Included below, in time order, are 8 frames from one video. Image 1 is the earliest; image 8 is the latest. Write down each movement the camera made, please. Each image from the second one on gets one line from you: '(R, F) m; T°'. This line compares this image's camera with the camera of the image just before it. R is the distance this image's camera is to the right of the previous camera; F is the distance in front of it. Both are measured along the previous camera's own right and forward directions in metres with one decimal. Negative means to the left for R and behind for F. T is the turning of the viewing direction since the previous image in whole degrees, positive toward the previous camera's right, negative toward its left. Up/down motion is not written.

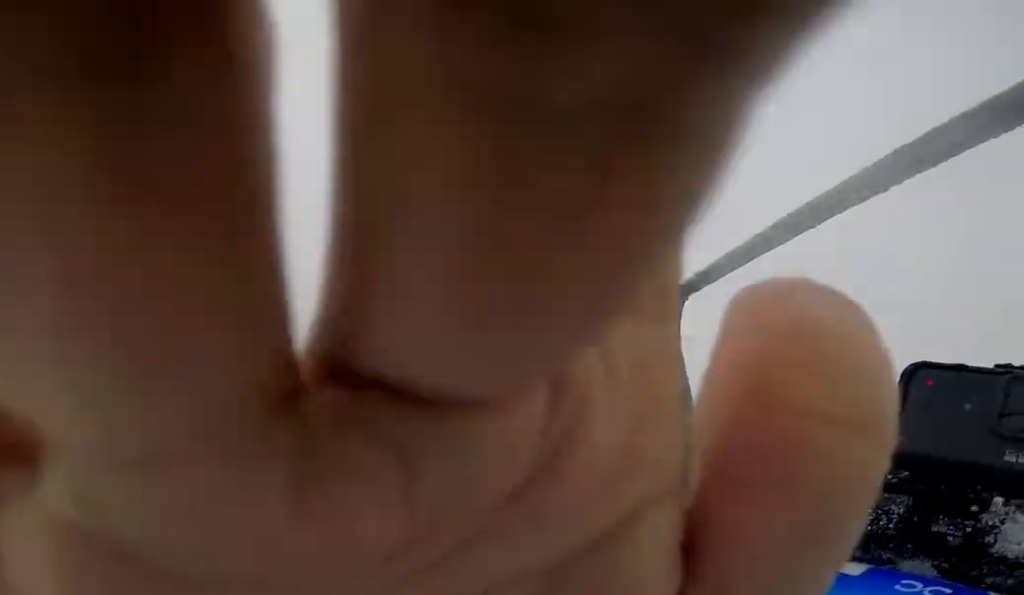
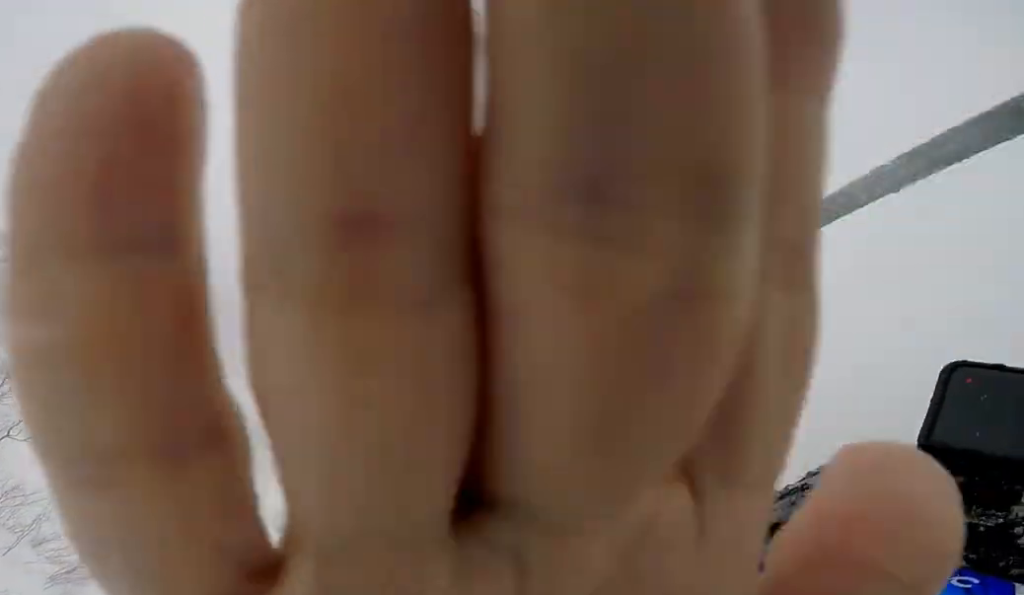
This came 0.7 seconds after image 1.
(0.0, +1.4) m; +5°
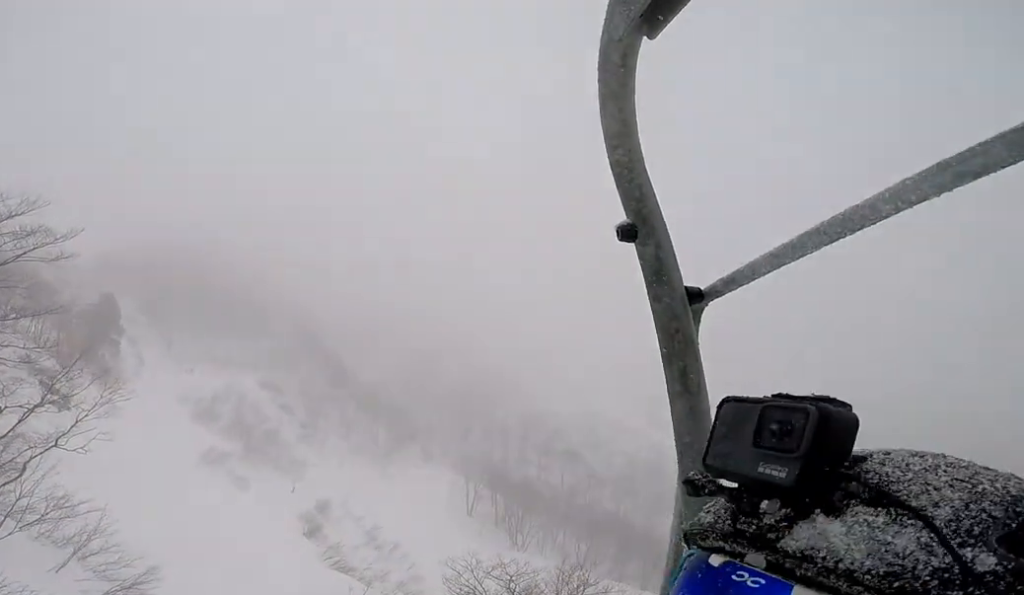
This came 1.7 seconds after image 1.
(+0.3, +2.0) m; +18°
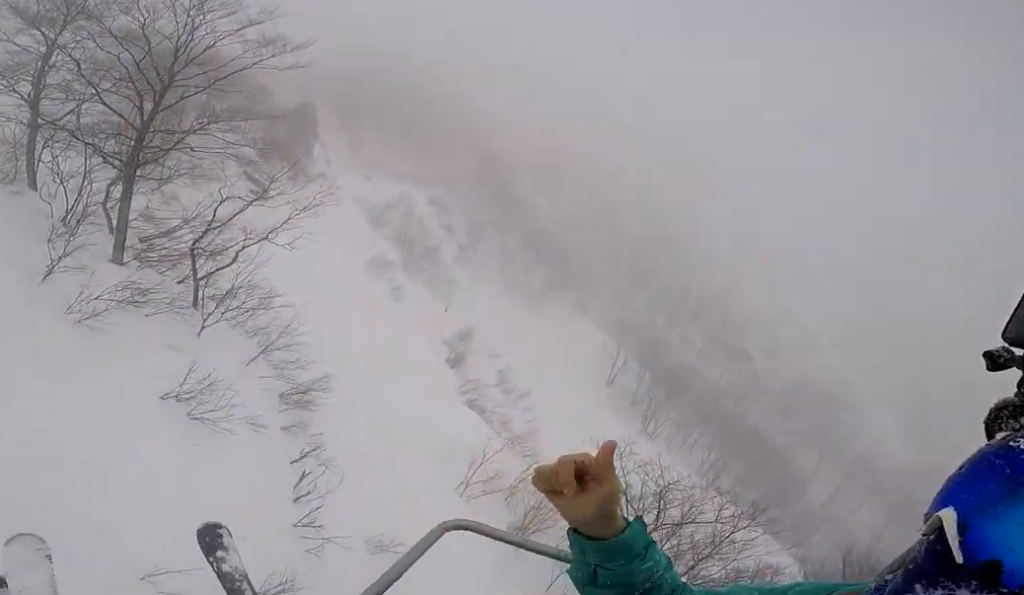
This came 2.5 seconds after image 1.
(+0.5, +1.4) m; -21°
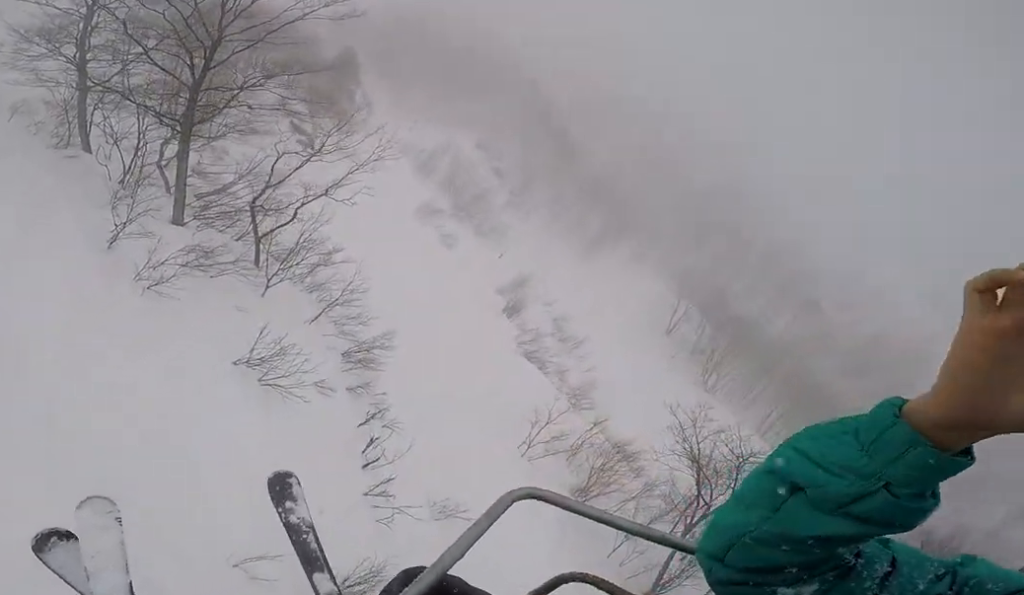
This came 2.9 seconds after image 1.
(-0.3, +0.7) m; -11°
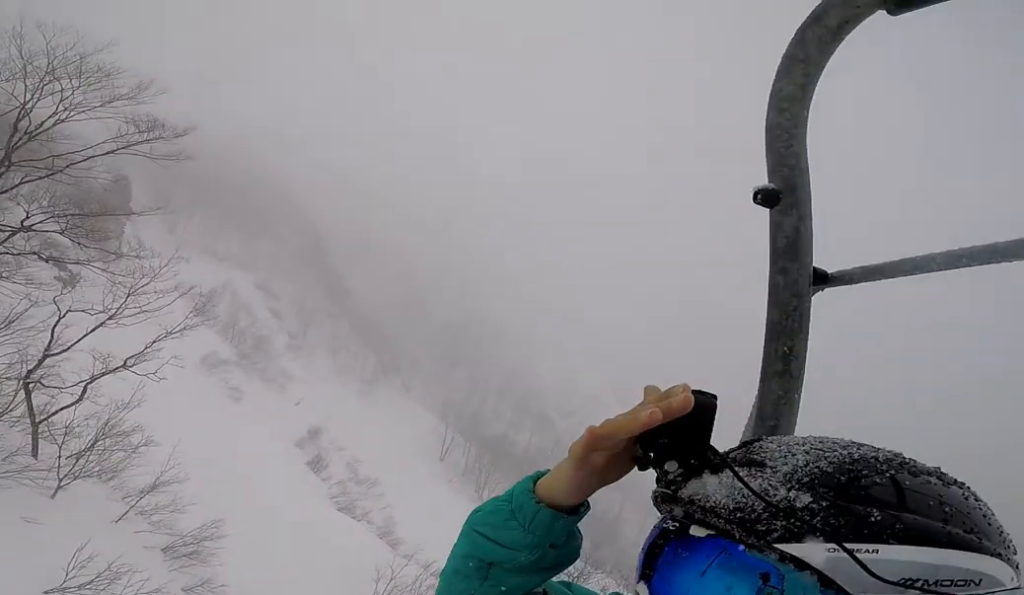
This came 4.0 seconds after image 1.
(-0.9, +2.1) m; -11°
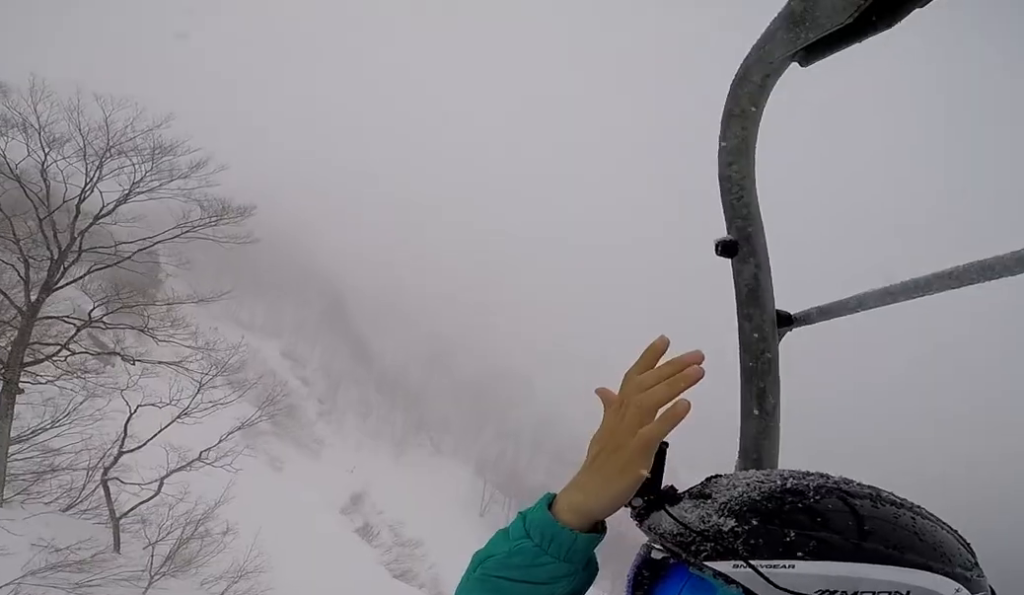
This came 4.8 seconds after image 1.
(+0.3, +1.7) m; +14°
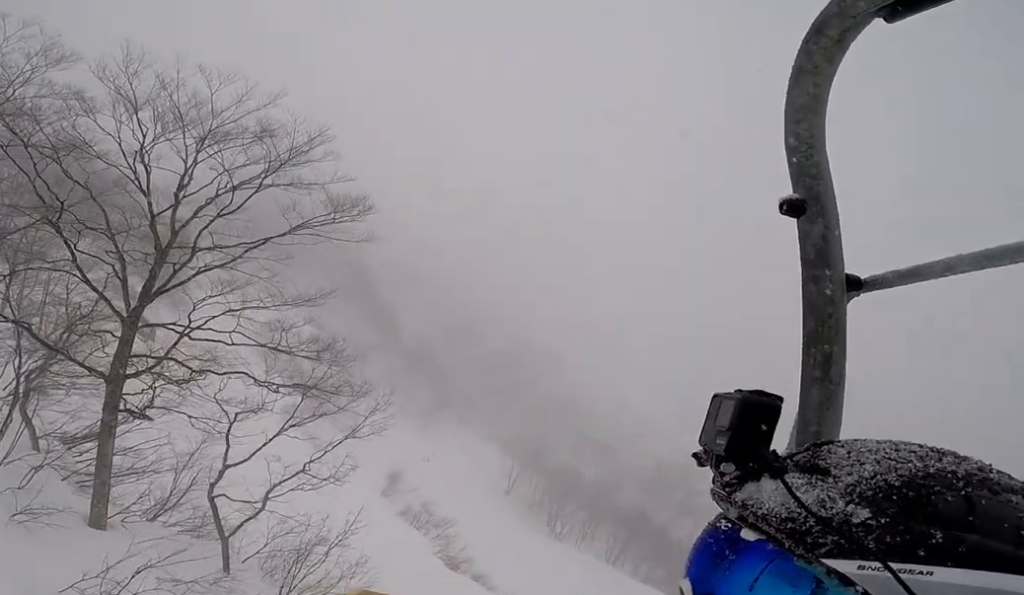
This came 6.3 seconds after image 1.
(+0.2, +3.2) m; +4°
